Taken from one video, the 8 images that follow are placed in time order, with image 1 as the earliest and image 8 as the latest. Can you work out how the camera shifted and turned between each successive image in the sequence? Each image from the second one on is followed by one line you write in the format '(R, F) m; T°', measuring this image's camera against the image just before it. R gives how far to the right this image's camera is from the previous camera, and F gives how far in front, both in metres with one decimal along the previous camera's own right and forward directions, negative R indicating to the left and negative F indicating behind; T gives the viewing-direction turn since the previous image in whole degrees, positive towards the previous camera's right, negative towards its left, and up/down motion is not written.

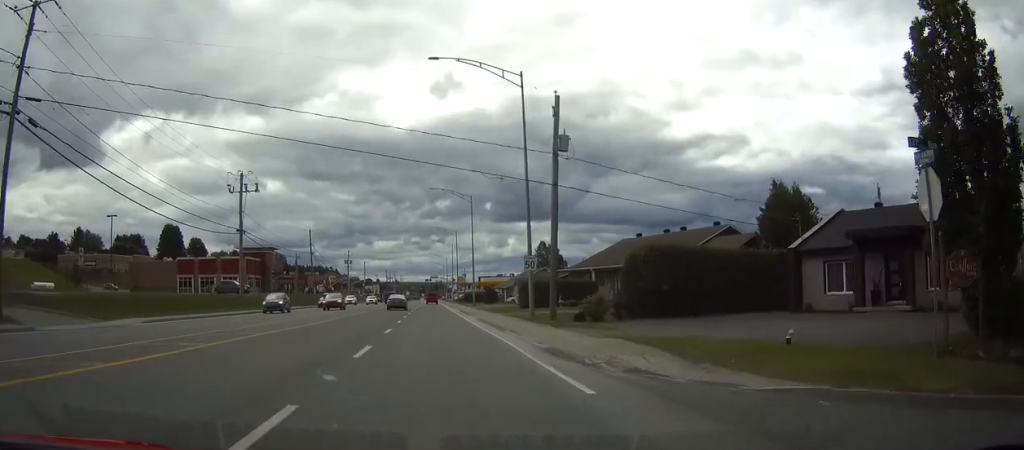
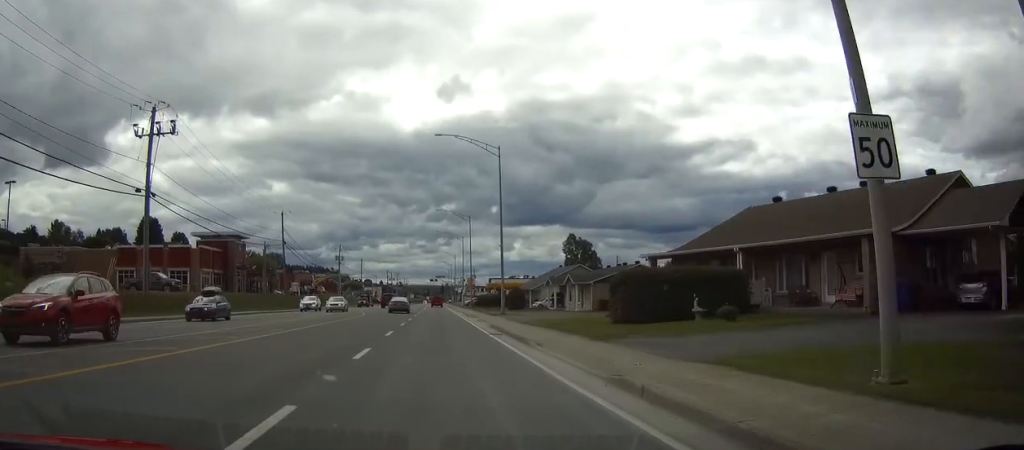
(-0.2, +26.7) m; 0°
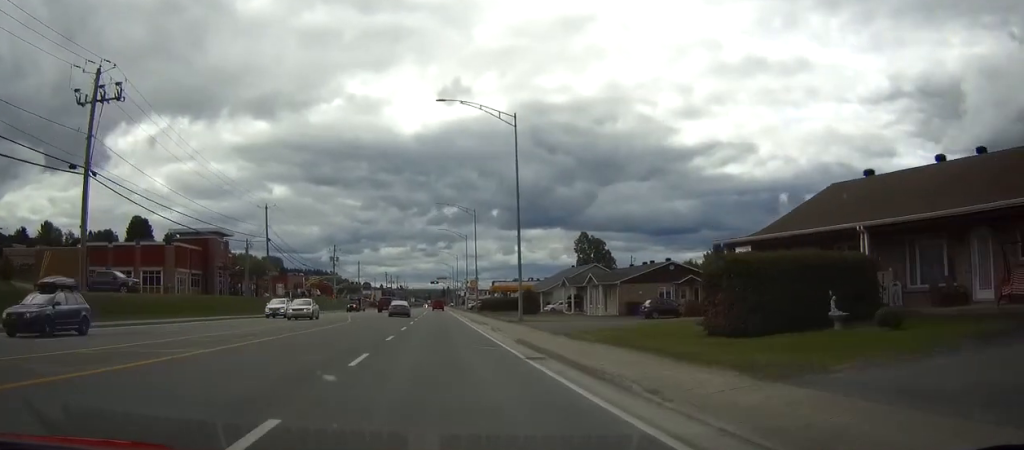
(0.0, +9.6) m; 0°
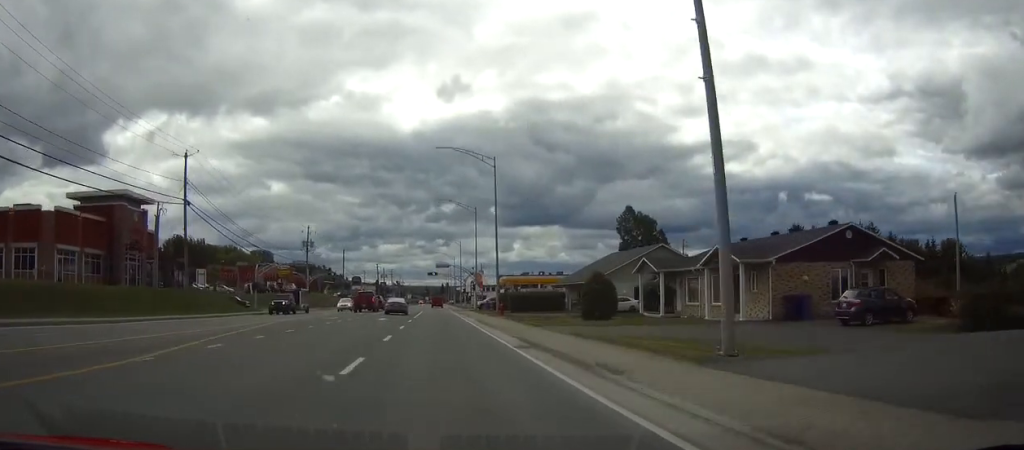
(-0.1, +28.3) m; 0°
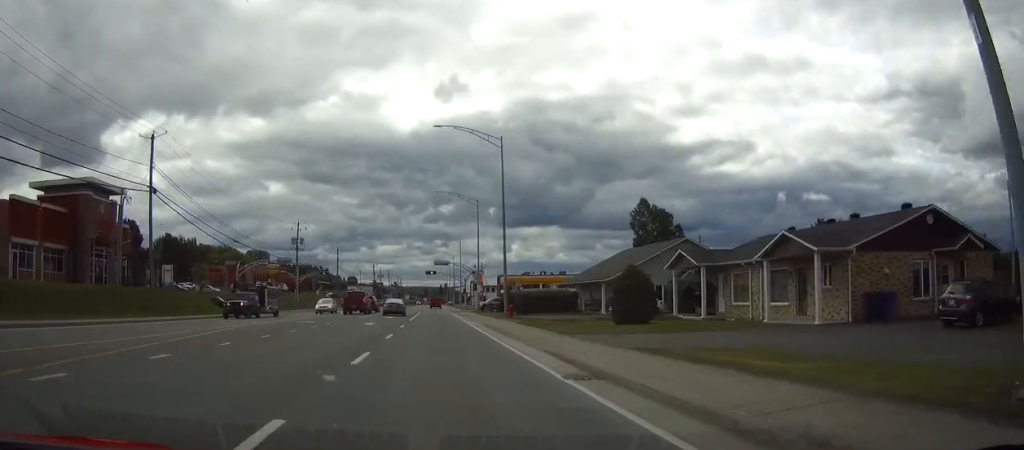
(-0.1, +7.1) m; 0°
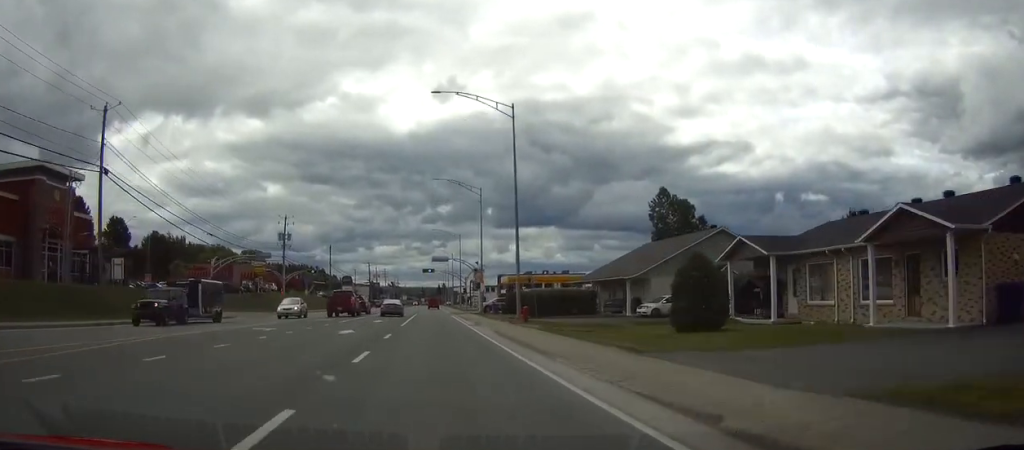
(+0.1, +8.0) m; 0°
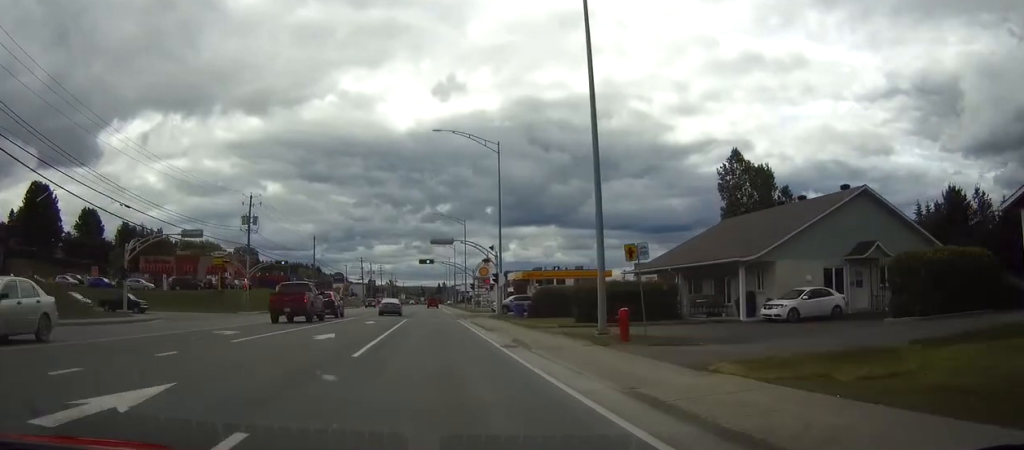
(+0.1, +19.0) m; 0°
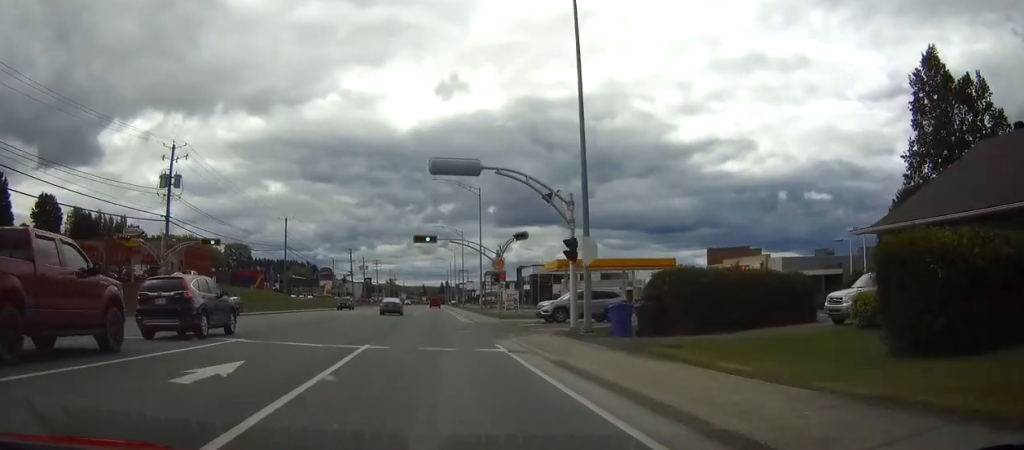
(0.0, +26.2) m; 0°
